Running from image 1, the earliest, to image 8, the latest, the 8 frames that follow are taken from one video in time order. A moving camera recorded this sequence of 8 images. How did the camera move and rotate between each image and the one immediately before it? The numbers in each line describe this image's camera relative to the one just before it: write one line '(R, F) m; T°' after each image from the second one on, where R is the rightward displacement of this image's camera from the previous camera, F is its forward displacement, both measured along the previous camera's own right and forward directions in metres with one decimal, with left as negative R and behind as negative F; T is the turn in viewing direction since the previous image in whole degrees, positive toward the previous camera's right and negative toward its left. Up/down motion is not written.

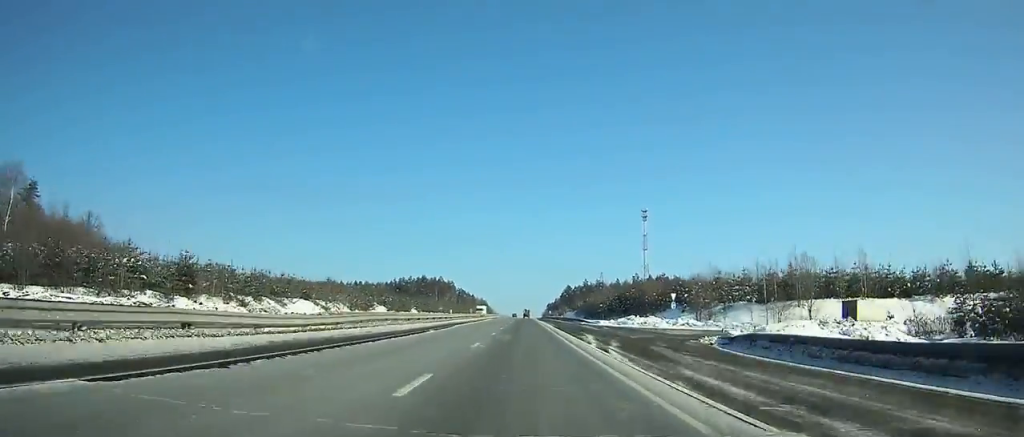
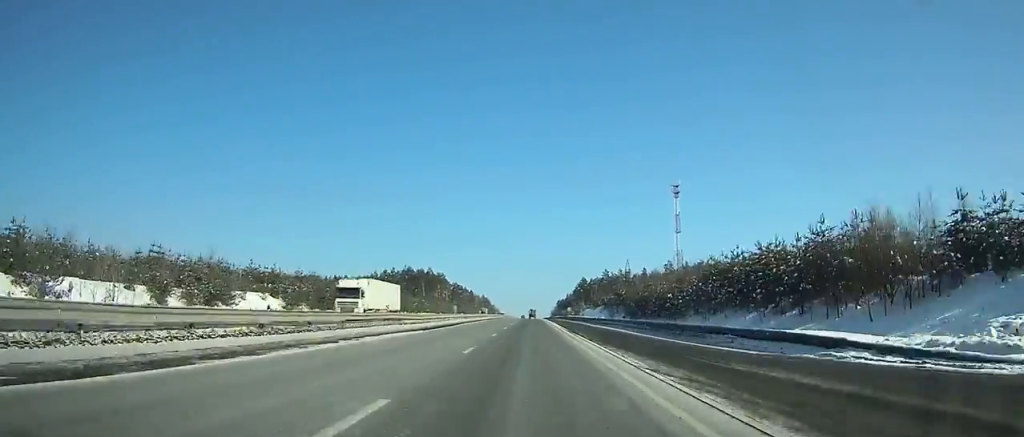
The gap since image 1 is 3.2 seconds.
(+0.4, +75.5) m; 0°
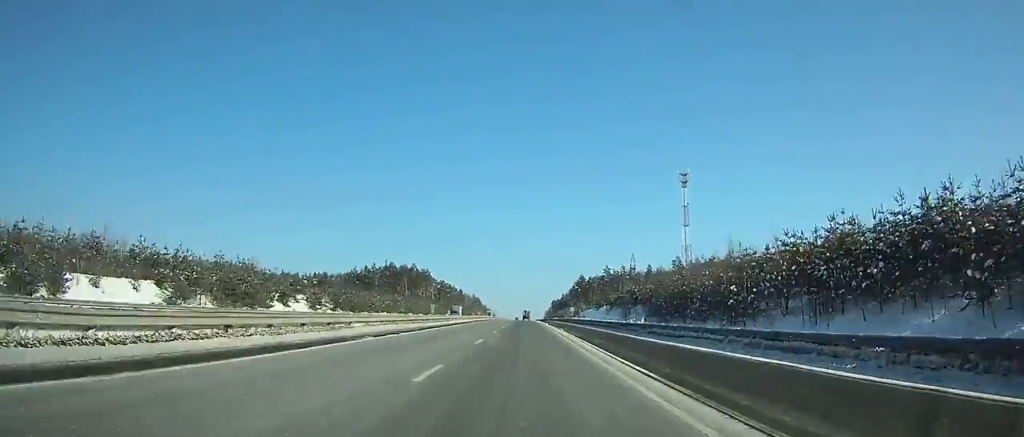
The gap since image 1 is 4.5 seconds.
(-0.1, +31.2) m; 0°
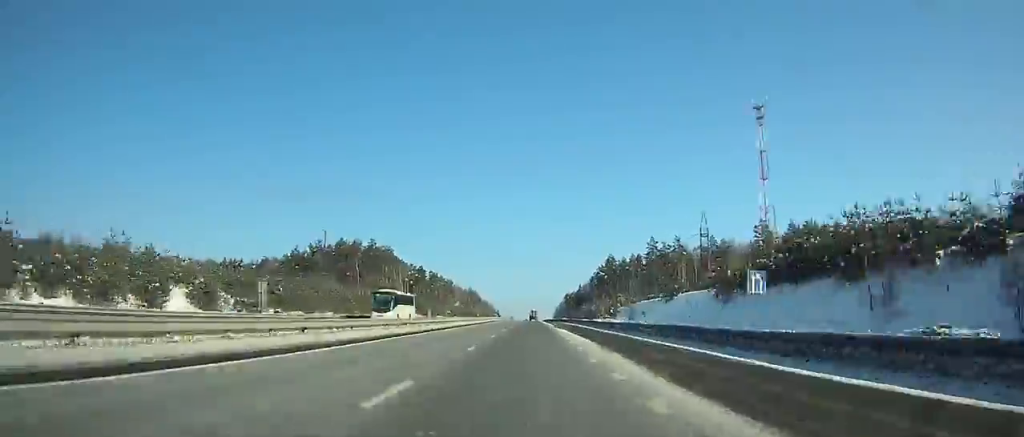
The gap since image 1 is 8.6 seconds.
(-0.5, +99.5) m; +3°
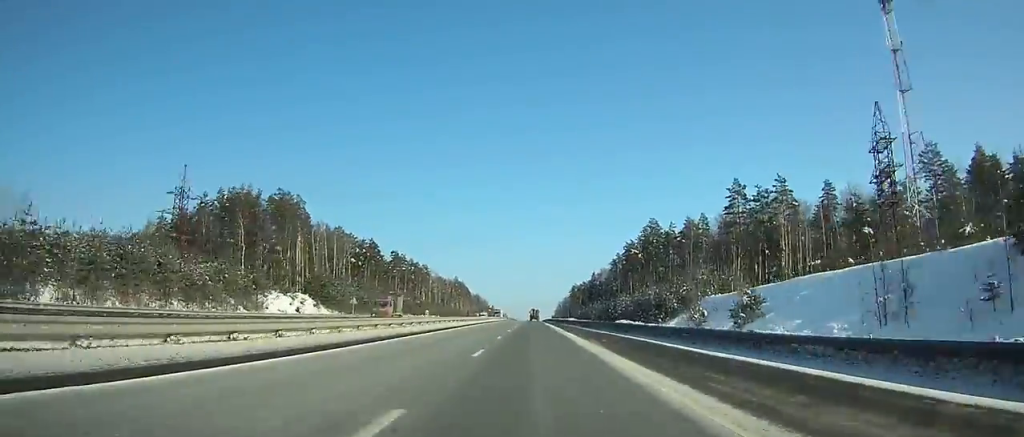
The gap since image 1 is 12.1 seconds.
(+4.7, +86.8) m; -3°
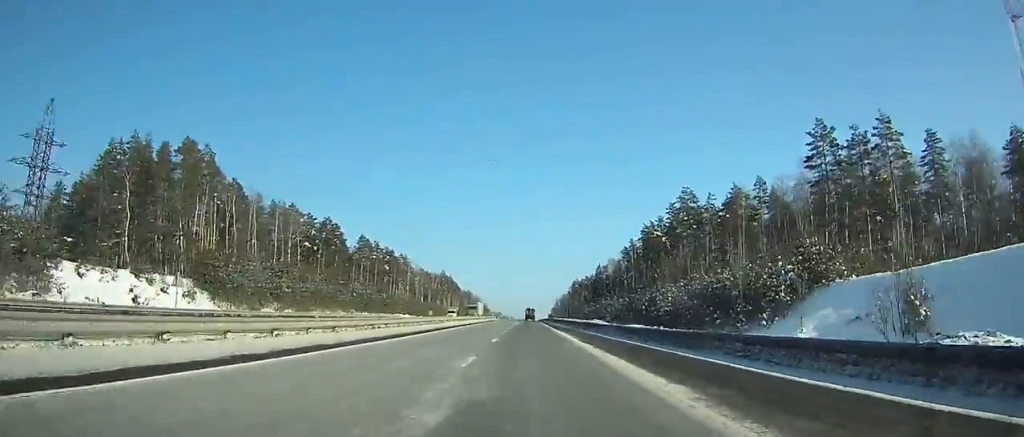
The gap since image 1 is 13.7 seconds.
(-5.3, +40.5) m; -2°
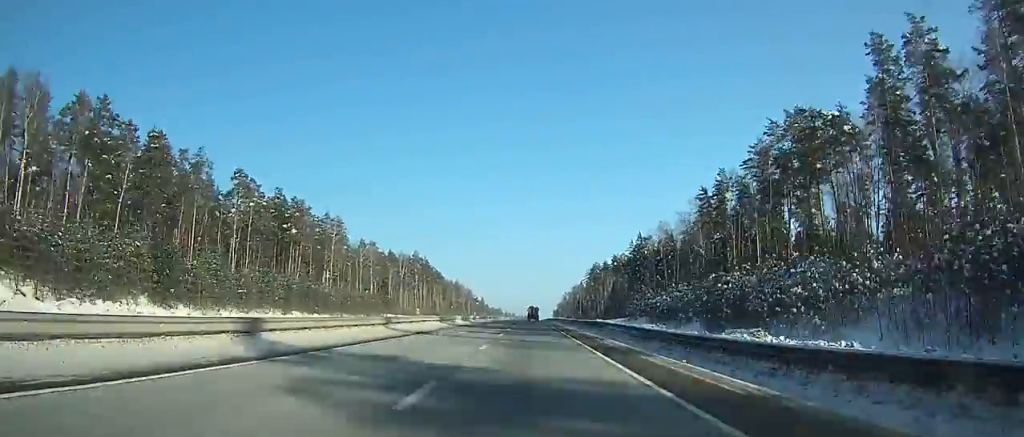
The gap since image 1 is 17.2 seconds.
(-1.1, +89.6) m; +1°
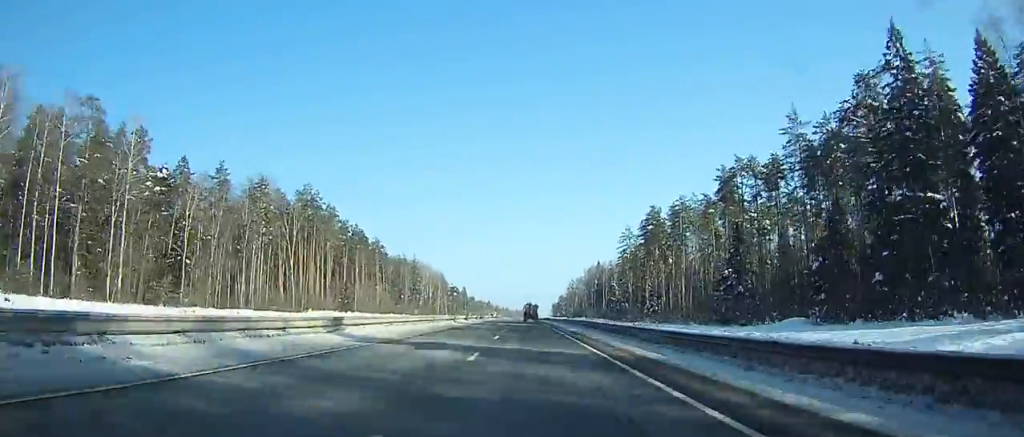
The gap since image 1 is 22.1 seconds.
(+4.0, +126.0) m; +4°
